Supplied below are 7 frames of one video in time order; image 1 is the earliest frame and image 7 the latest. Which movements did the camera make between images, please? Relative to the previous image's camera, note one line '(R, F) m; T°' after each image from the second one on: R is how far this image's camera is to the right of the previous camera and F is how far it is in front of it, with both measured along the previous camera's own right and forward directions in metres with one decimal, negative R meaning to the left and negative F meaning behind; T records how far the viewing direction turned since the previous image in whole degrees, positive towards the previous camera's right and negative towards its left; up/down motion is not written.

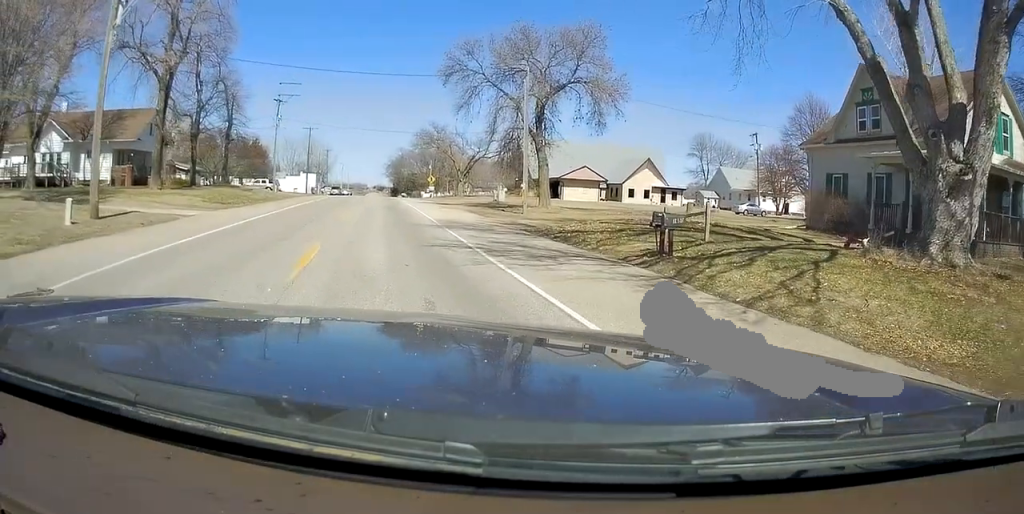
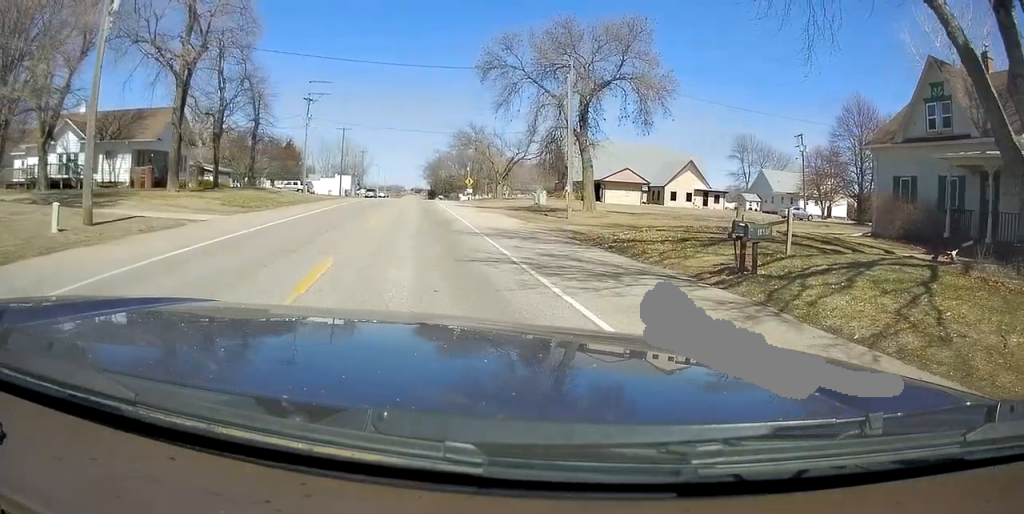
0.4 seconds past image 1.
(-0.3, +2.0) m; -3°
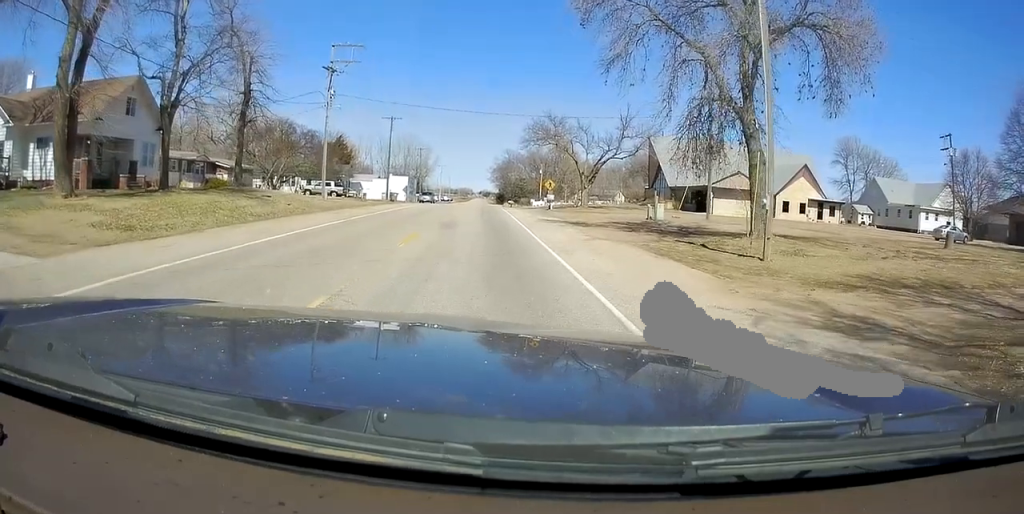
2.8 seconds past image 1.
(-0.9, +15.0) m; -8°
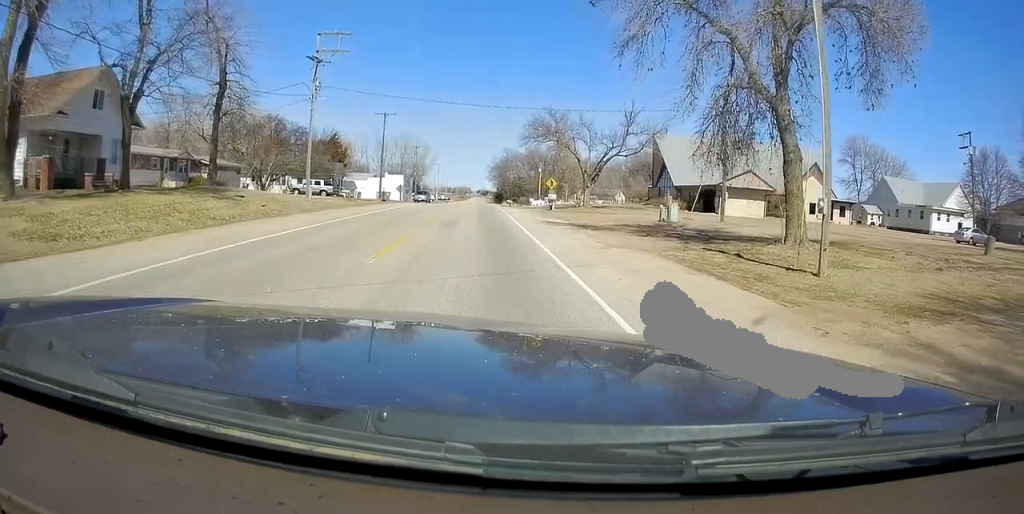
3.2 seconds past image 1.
(-0.1, +3.3) m; +1°
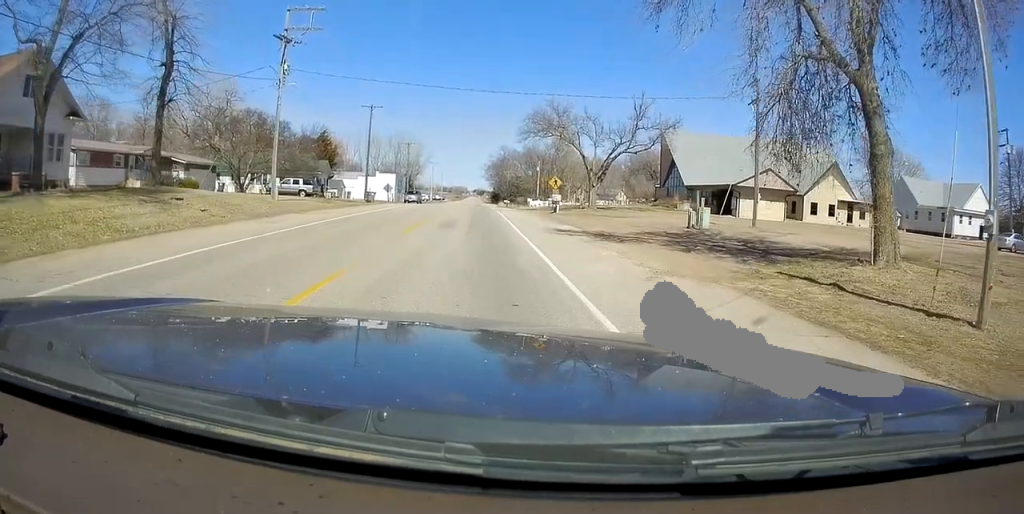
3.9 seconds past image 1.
(+0.2, +5.8) m; +1°
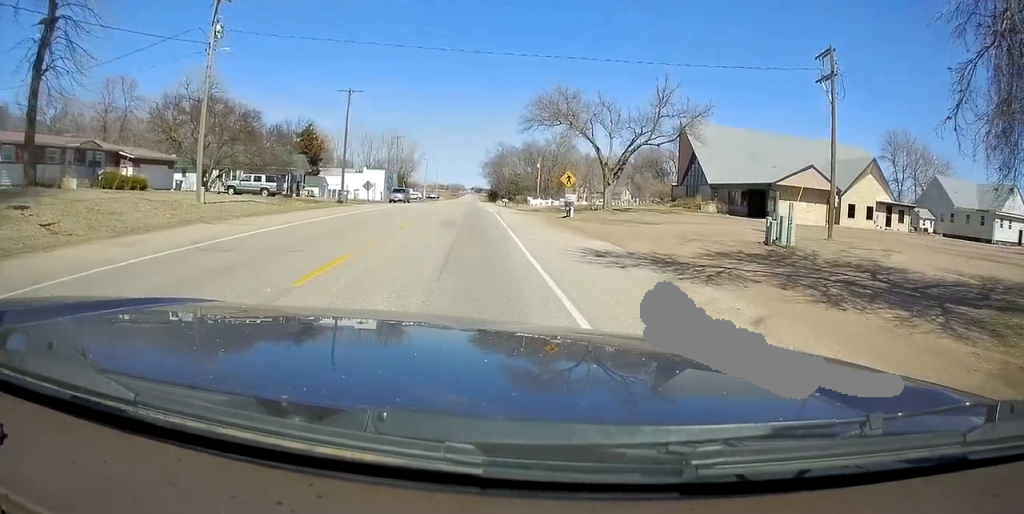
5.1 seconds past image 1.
(-0.1, +9.1) m; -2°
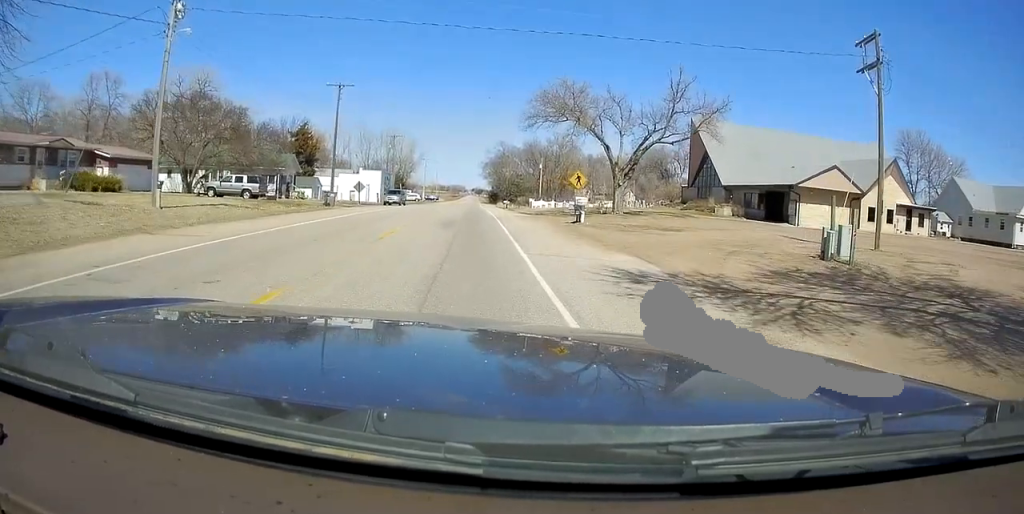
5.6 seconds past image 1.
(-0.1, +3.9) m; -1°
